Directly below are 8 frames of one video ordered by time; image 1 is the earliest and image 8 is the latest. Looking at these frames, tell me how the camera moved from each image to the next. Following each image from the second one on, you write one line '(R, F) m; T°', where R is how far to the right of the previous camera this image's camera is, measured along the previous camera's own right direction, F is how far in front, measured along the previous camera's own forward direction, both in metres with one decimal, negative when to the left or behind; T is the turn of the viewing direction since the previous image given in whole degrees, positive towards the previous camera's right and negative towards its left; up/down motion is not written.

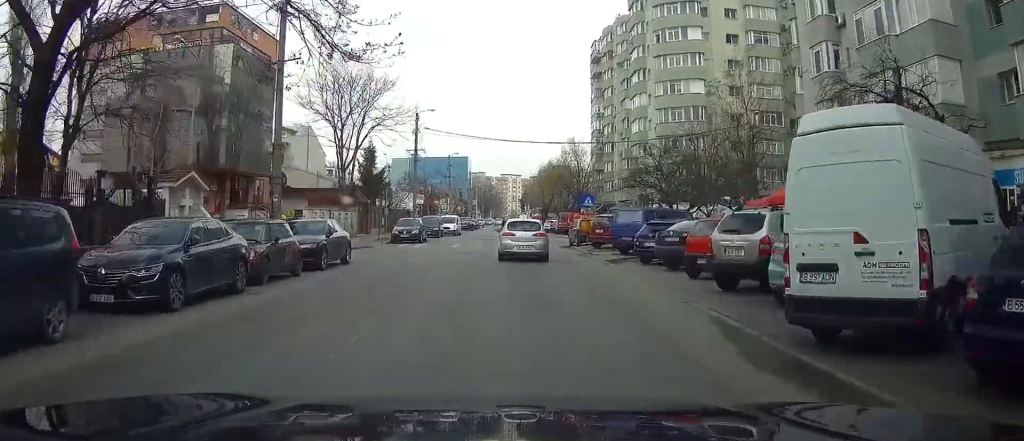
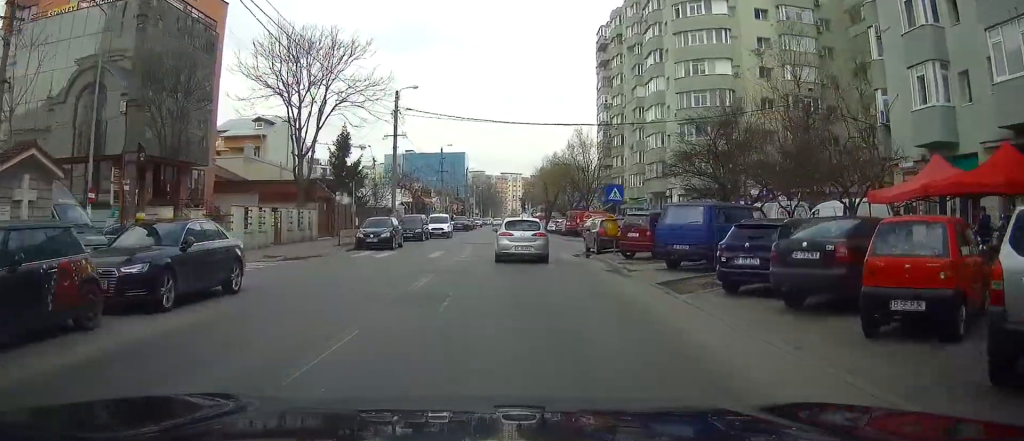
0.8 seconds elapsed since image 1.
(0.0, +9.6) m; 0°
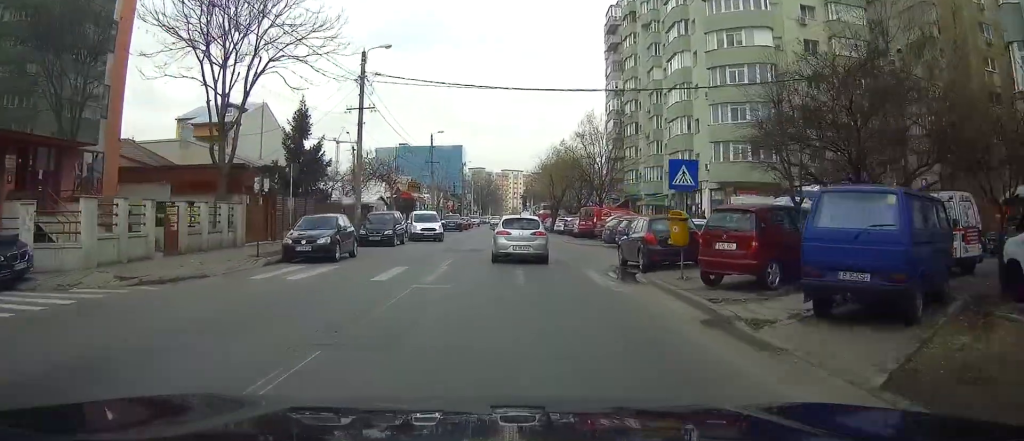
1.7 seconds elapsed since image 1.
(-0.1, +10.7) m; 0°
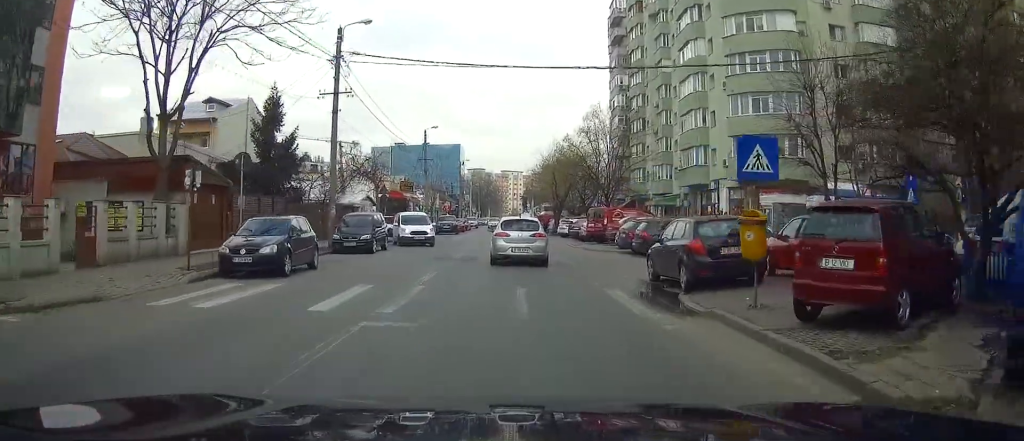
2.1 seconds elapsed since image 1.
(0.0, +5.0) m; 0°
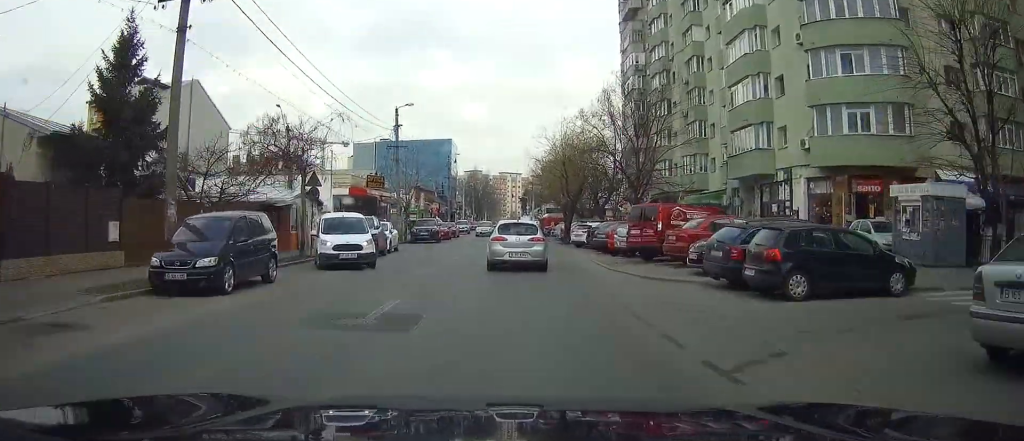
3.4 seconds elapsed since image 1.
(0.0, +14.9) m; 0°
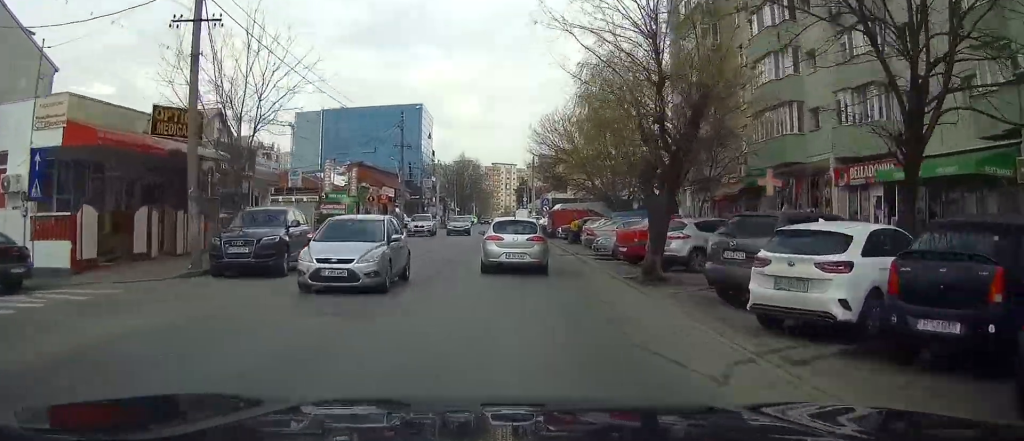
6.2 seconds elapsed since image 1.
(-0.2, +33.2) m; +1°
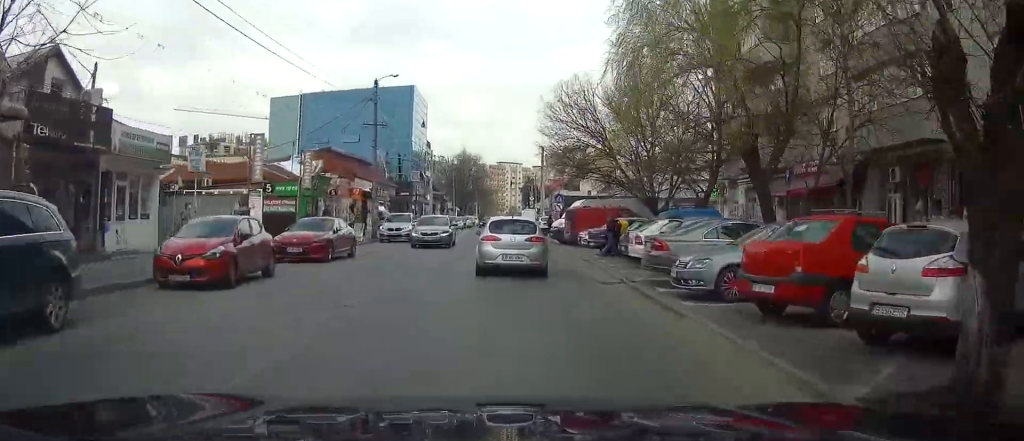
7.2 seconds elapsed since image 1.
(+0.1, +12.8) m; +1°
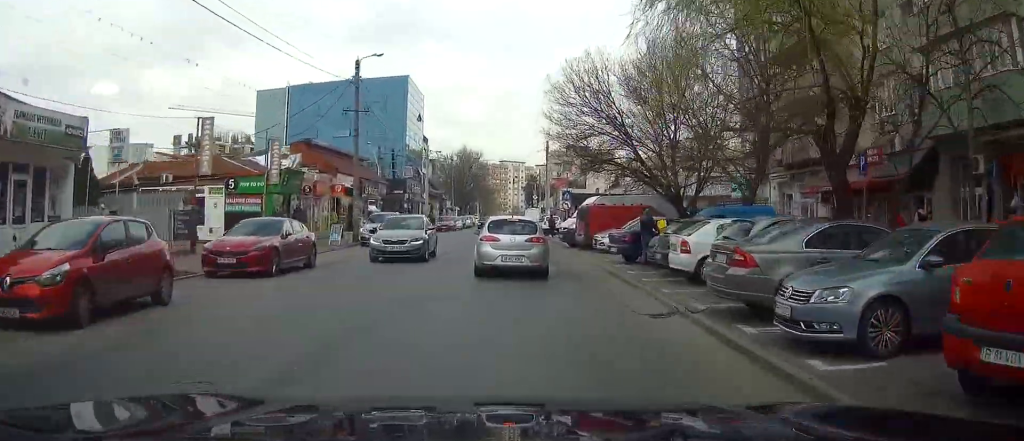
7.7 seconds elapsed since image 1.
(0.0, +5.7) m; 0°
